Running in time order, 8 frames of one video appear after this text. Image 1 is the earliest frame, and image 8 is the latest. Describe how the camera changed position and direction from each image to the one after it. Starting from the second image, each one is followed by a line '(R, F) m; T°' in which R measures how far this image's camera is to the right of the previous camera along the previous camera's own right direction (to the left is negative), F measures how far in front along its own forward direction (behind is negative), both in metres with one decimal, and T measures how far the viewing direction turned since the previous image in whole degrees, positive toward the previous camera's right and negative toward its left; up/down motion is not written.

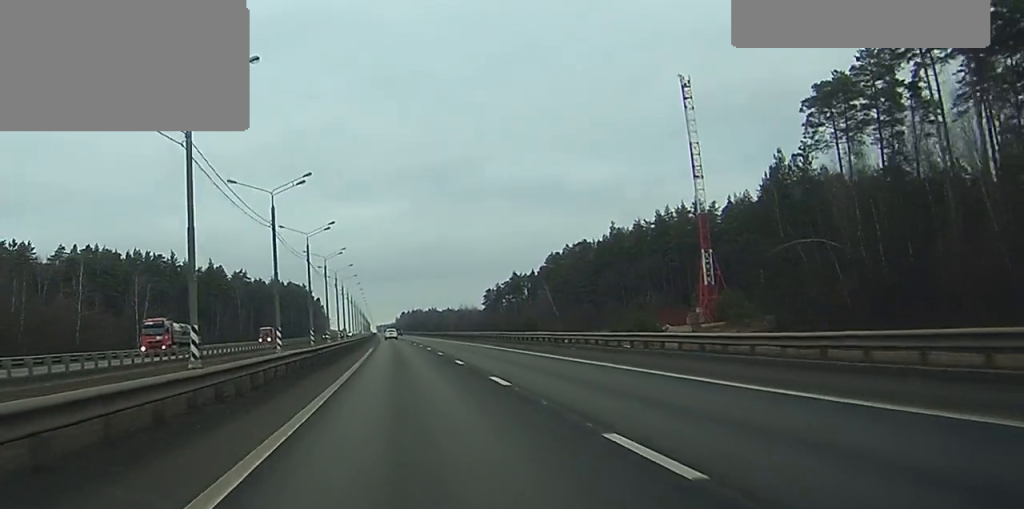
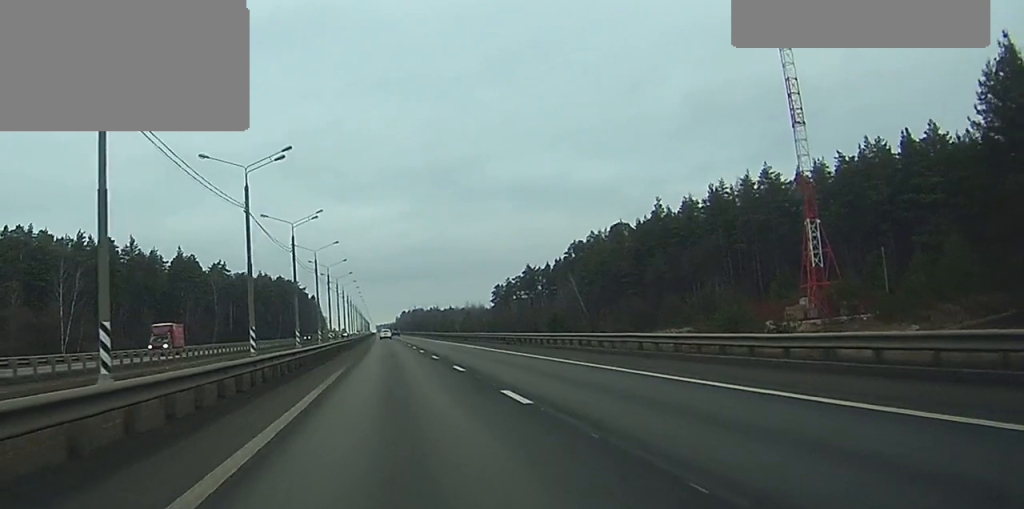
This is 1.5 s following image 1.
(-0.1, +40.5) m; 0°
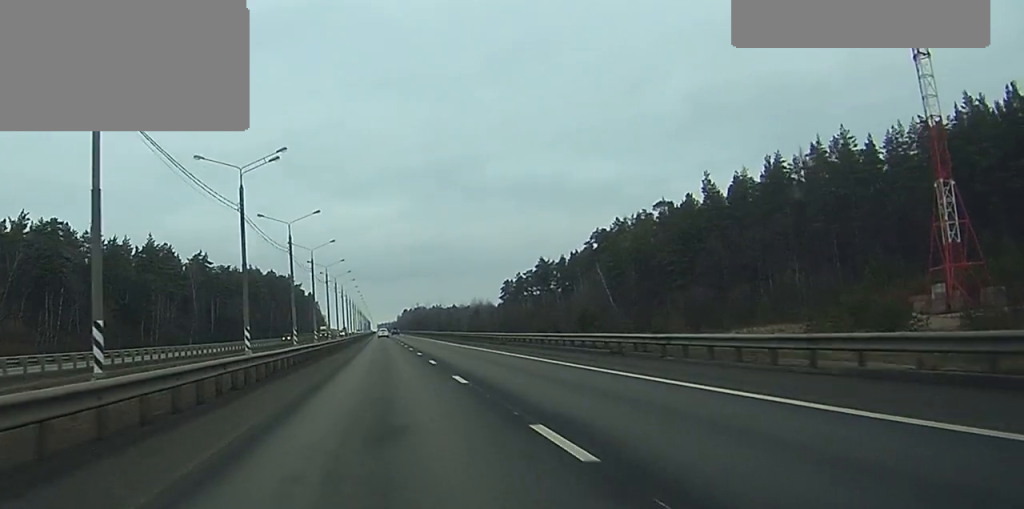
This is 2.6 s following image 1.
(+0.1, +30.4) m; 0°
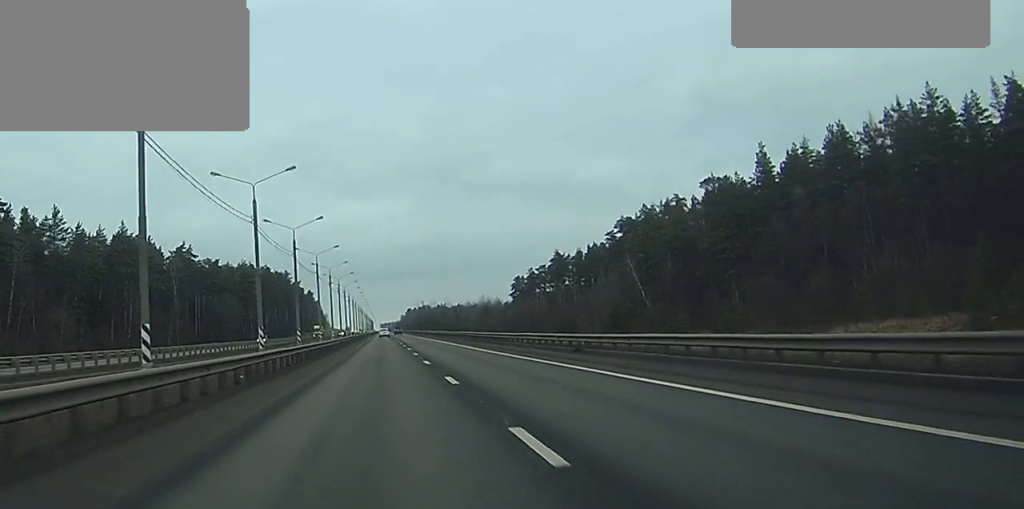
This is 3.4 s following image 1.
(0.0, +24.0) m; 0°
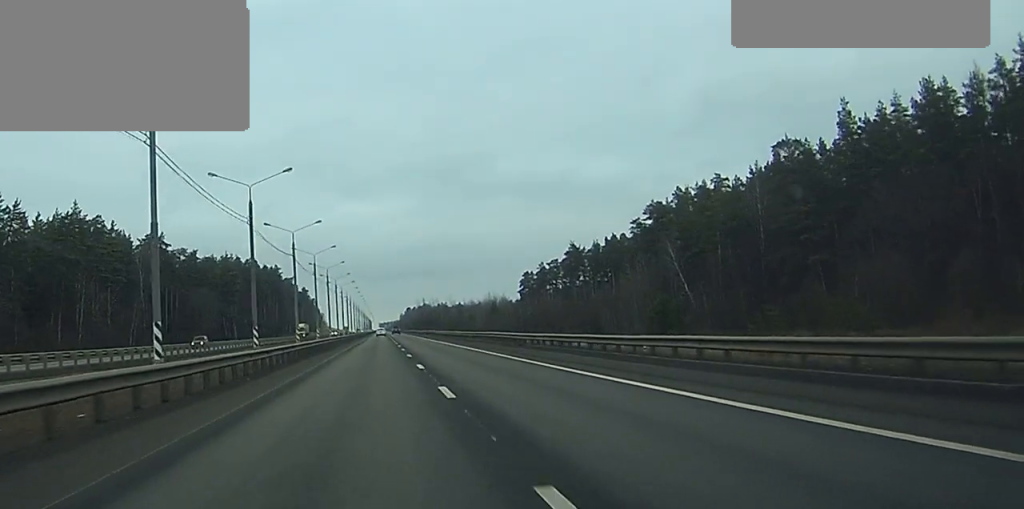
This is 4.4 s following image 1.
(+0.1, +27.8) m; 0°
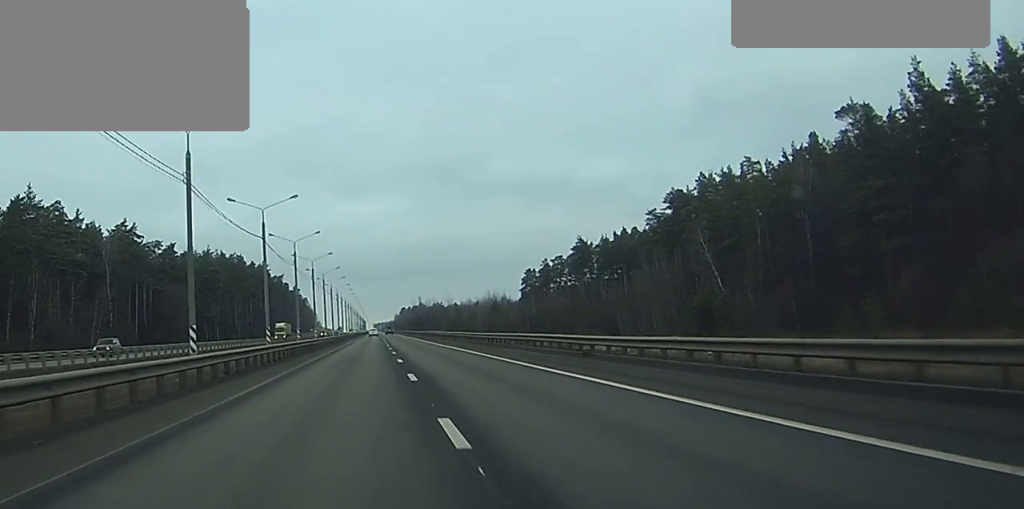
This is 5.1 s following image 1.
(0.0, +18.6) m; 0°
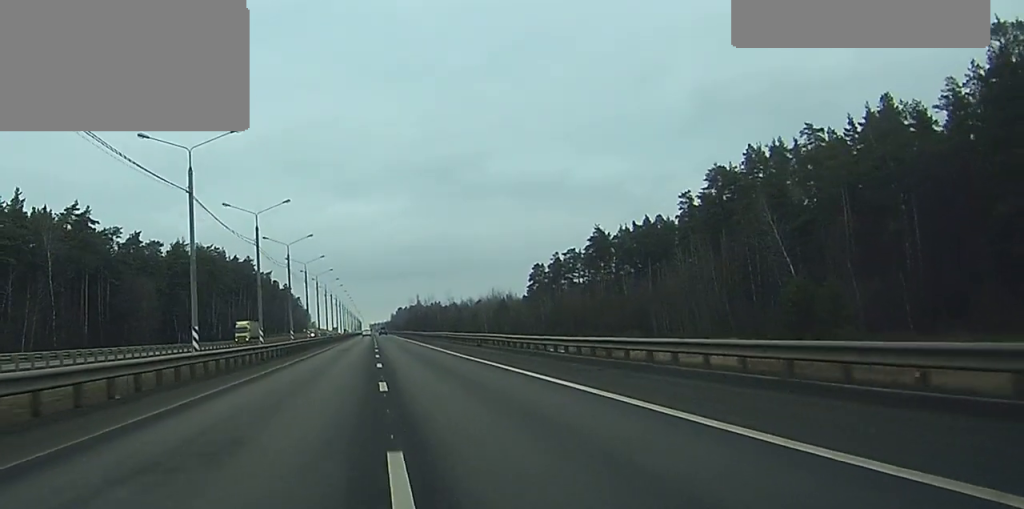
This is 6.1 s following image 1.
(0.0, +27.0) m; 0°
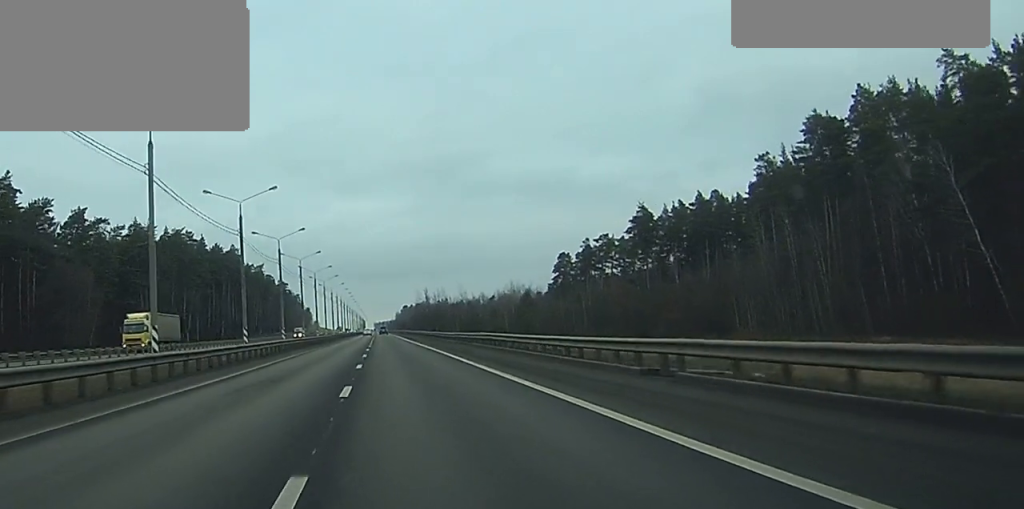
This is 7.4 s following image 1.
(0.0, +37.3) m; 0°
